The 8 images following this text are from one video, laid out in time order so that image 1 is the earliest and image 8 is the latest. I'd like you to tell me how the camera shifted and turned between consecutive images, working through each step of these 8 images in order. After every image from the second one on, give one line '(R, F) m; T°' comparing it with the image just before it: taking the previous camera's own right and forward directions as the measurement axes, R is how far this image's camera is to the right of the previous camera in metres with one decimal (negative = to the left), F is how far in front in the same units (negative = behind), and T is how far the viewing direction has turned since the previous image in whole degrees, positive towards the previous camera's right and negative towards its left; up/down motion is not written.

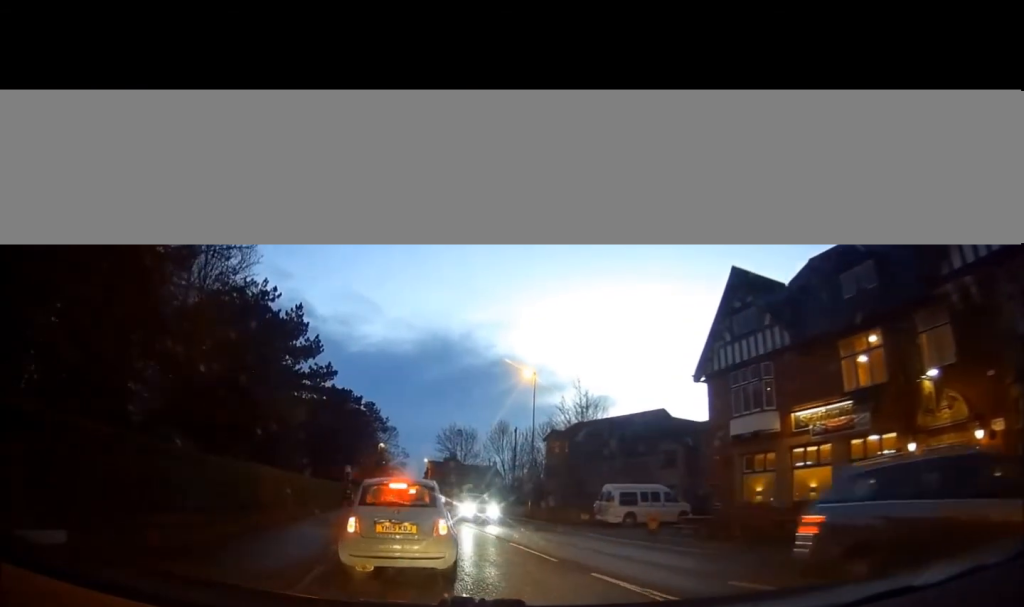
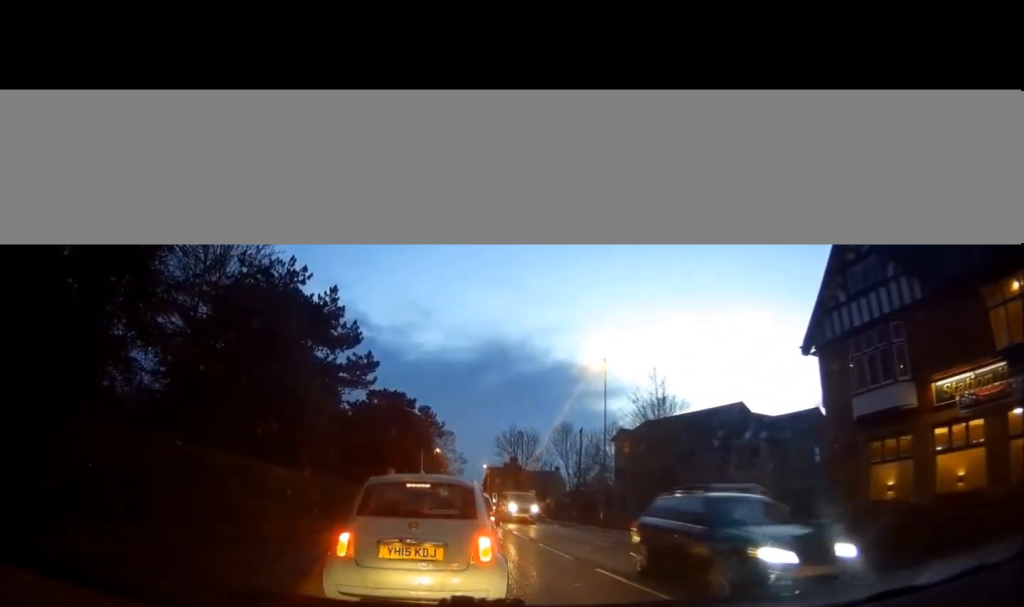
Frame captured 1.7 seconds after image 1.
(-0.1, +4.6) m; -3°
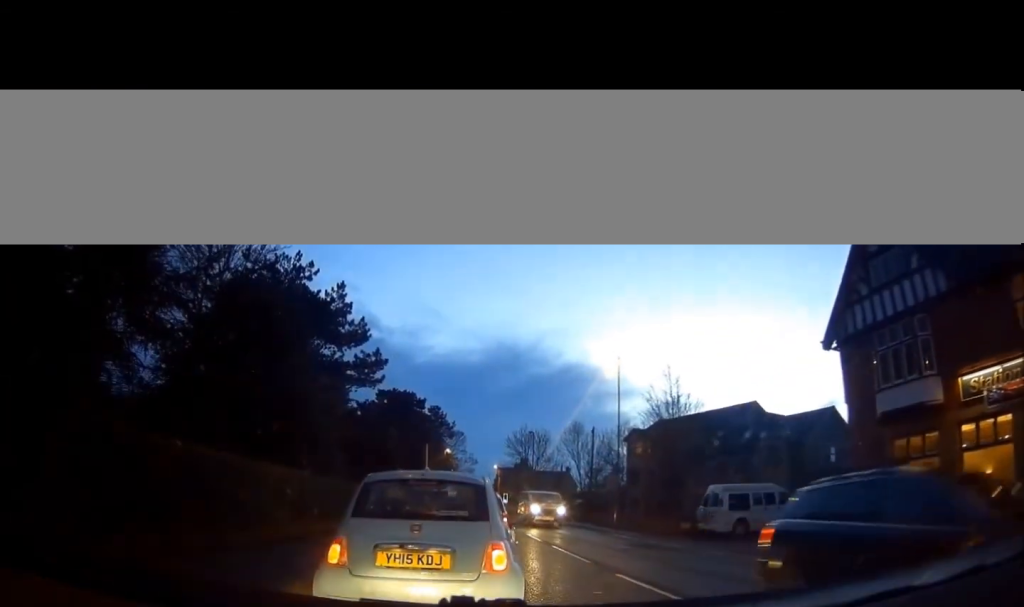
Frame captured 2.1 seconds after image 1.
(-0.1, +0.5) m; 0°
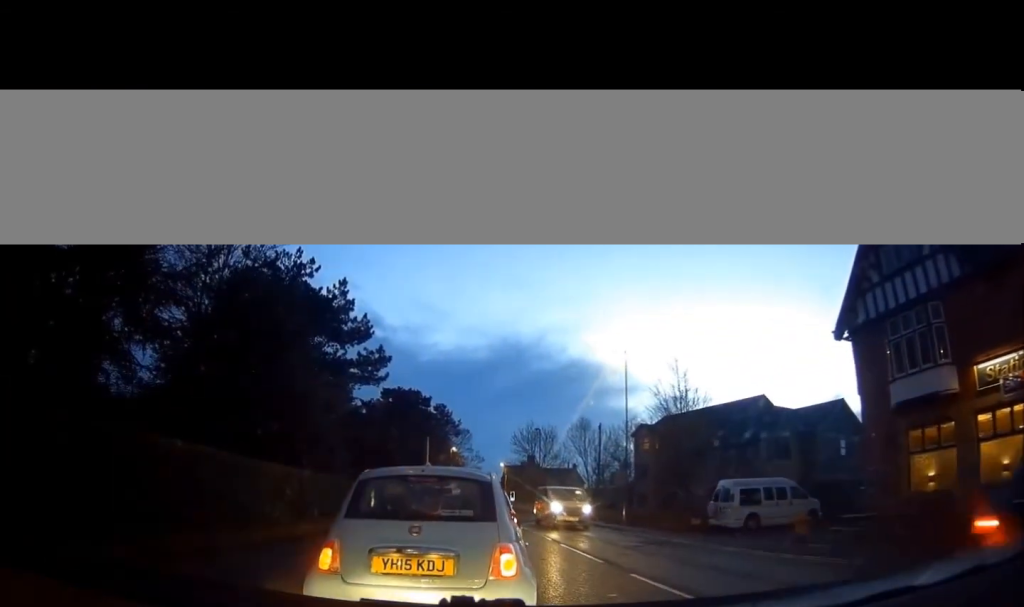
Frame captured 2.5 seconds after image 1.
(-0.1, +0.5) m; 0°
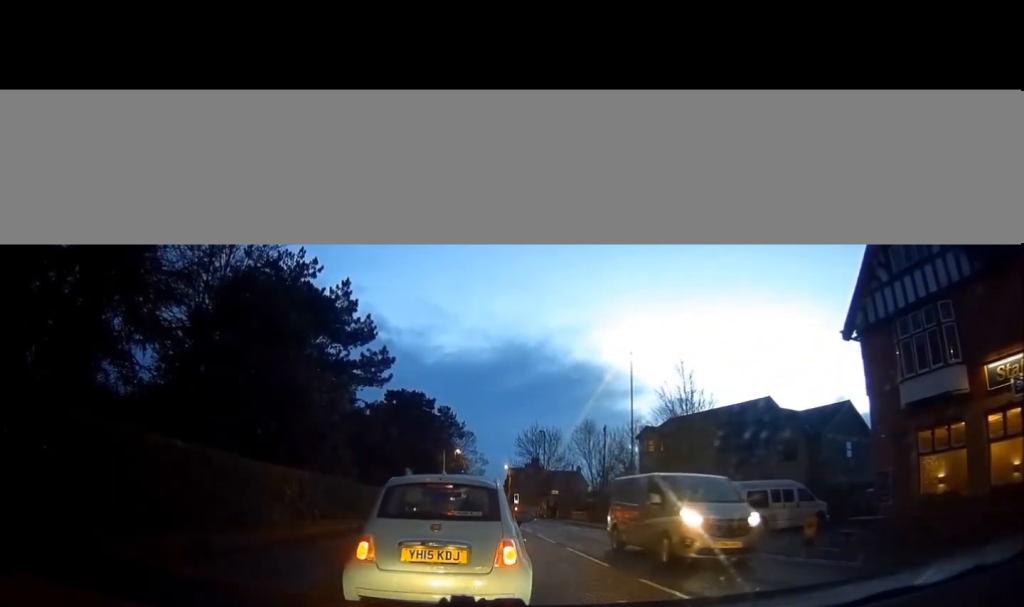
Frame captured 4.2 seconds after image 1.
(-0.2, +0.6) m; 0°
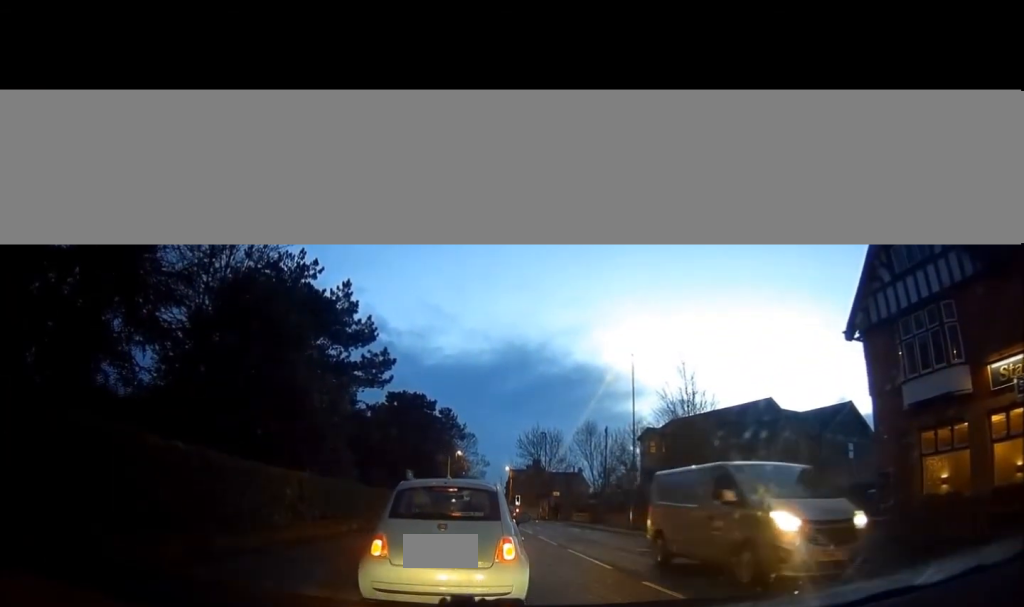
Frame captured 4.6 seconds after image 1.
(0.0, 0.0) m; 0°
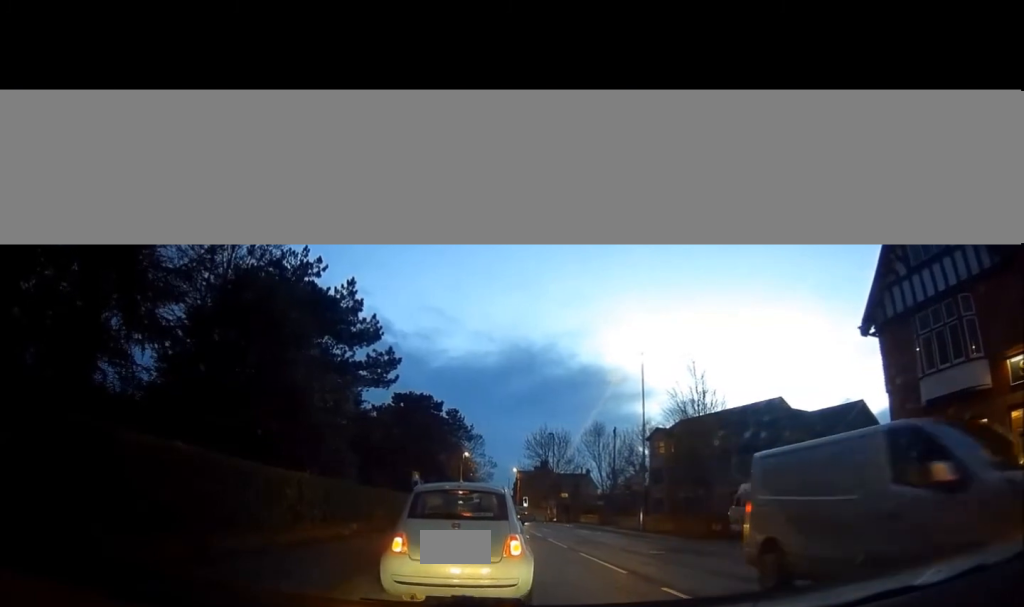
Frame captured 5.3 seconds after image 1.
(-0.1, +0.6) m; -4°
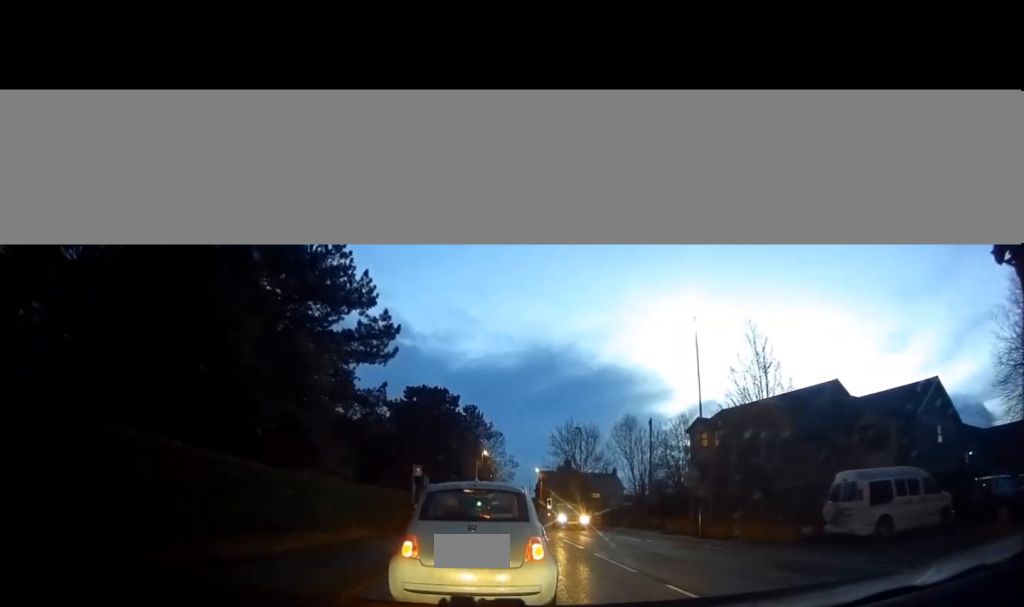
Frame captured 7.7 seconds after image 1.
(-0.3, +5.7) m; -4°
